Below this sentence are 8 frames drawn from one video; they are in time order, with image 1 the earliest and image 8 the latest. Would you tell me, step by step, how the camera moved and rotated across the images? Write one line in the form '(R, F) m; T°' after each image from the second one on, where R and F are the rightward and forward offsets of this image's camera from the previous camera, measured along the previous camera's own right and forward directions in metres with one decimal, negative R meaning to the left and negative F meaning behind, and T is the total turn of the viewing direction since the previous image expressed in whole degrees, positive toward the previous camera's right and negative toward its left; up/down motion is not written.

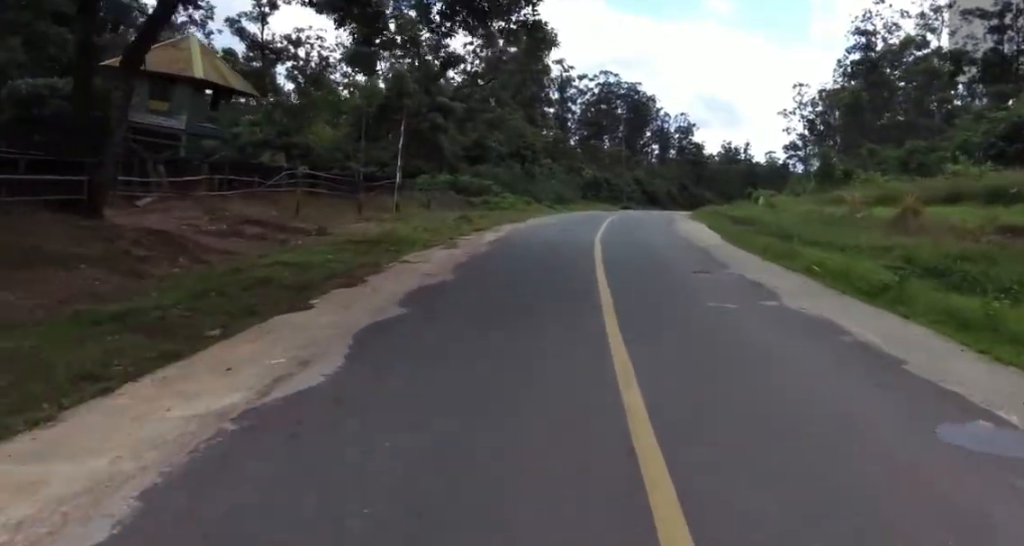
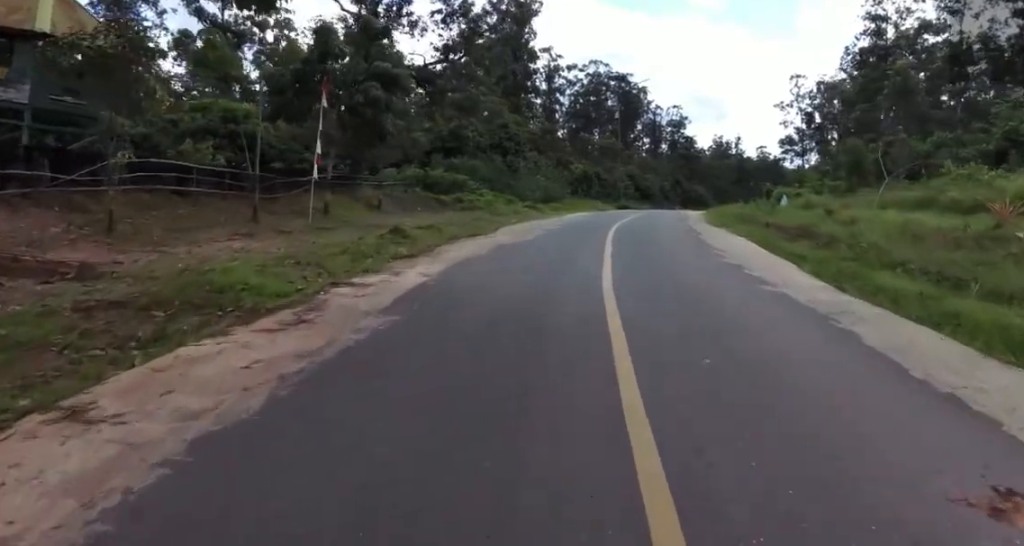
(0.0, +7.4) m; 0°
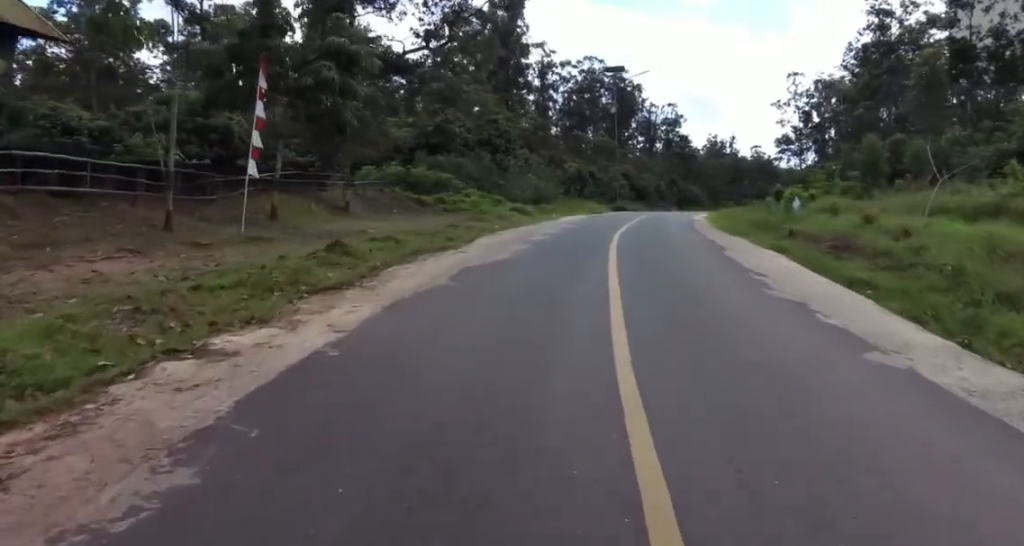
(0.0, +3.6) m; 0°
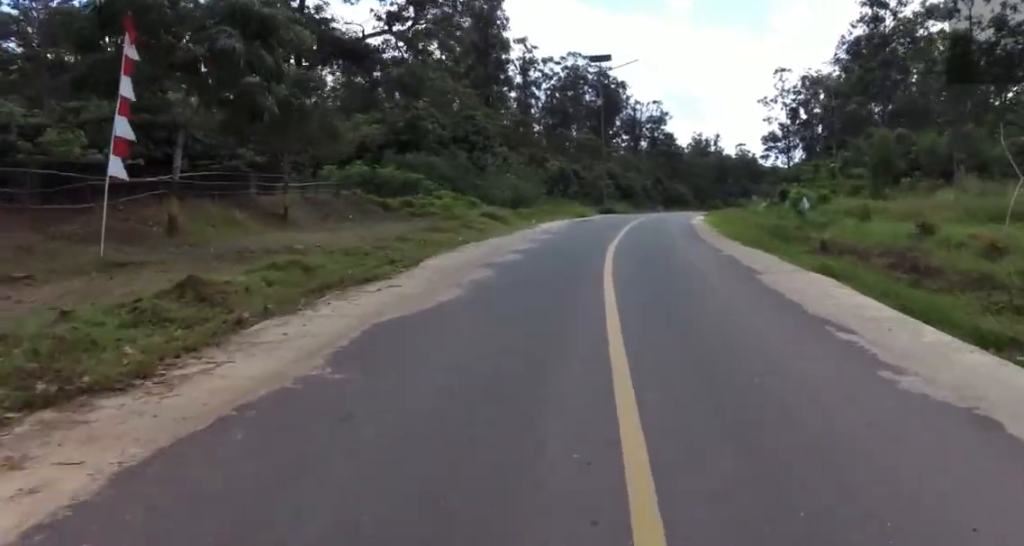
(0.0, +4.0) m; 0°
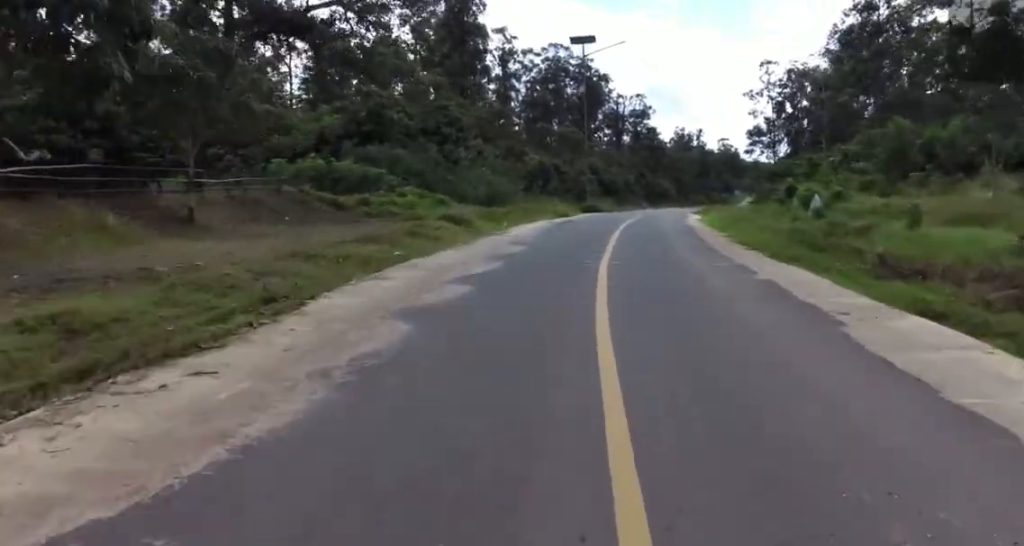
(0.0, +4.6) m; 0°
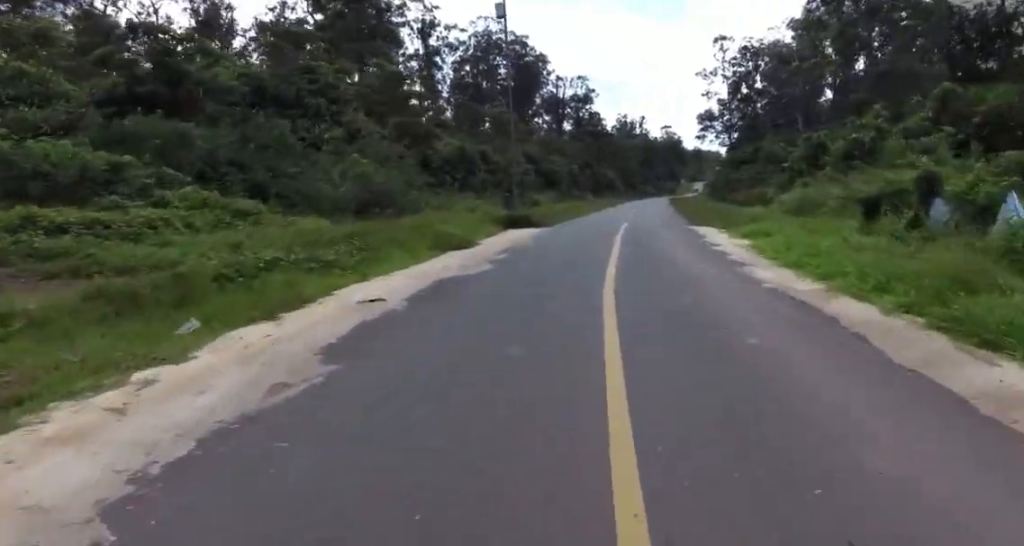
(0.0, +15.9) m; +2°
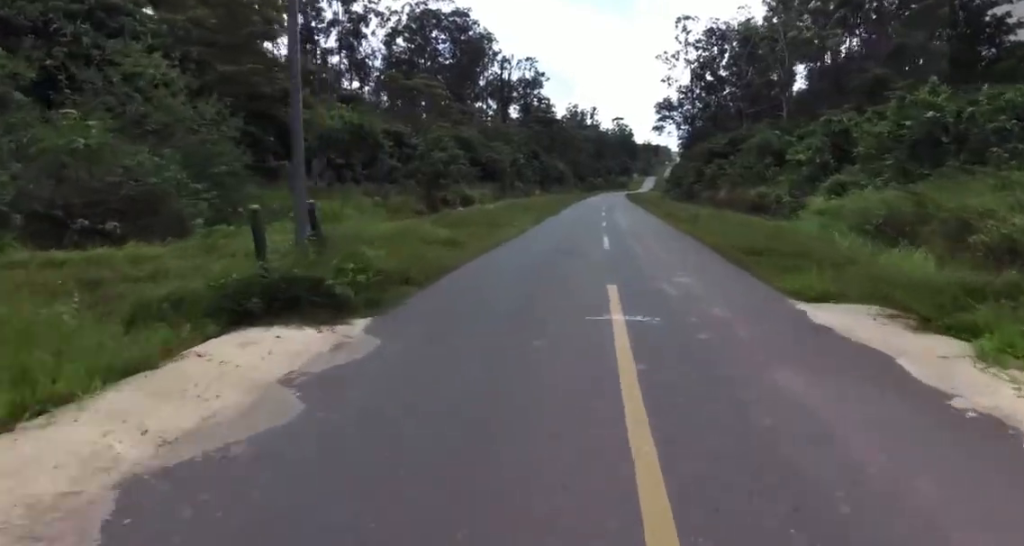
(+1.4, +14.2) m; +11°
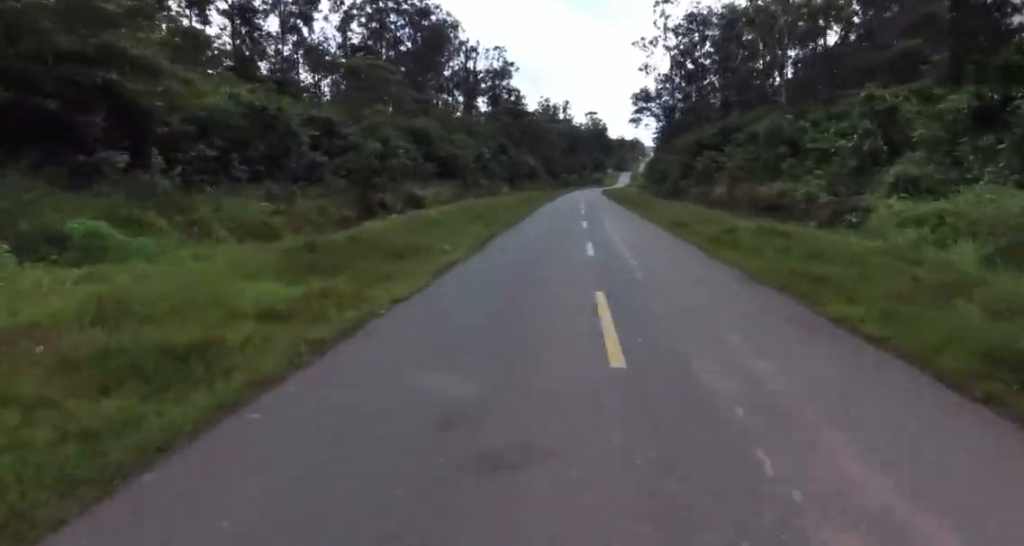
(+0.4, +9.0) m; +2°
